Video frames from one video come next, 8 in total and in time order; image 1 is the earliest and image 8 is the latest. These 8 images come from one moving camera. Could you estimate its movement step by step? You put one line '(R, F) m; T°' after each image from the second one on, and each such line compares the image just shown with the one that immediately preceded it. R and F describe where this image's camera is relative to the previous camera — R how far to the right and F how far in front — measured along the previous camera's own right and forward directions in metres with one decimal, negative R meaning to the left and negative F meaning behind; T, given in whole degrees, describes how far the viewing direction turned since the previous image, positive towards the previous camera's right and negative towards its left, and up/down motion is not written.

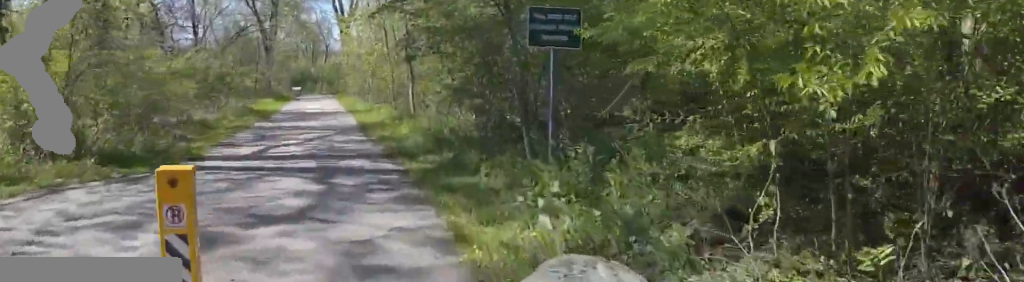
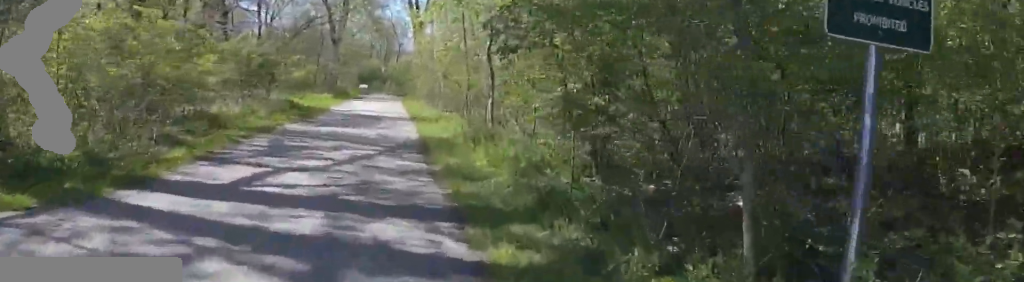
(0.0, +3.6) m; 0°
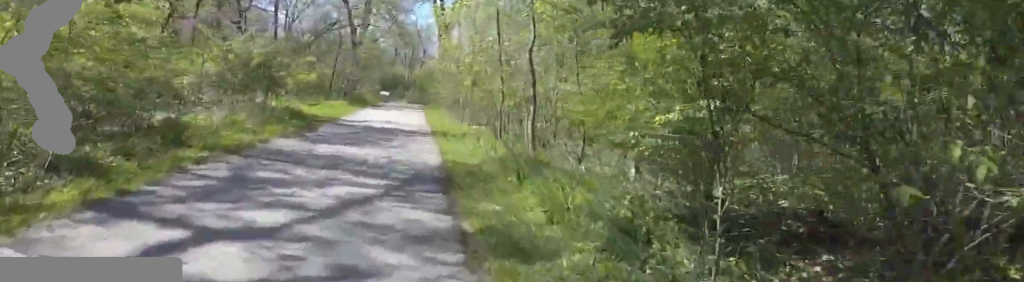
(0.0, +2.9) m; 0°
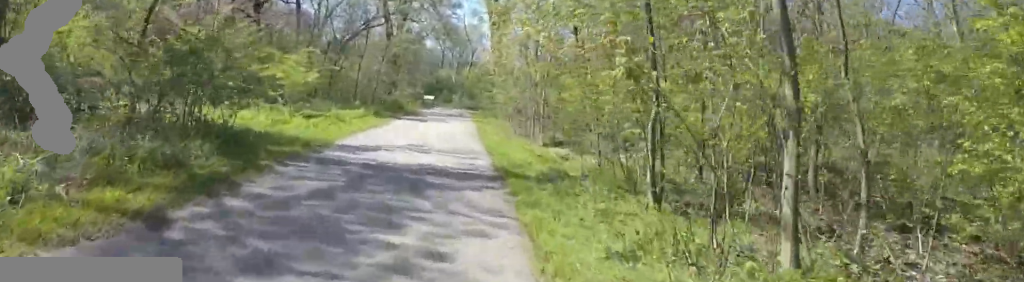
(-0.1, +8.1) m; -9°
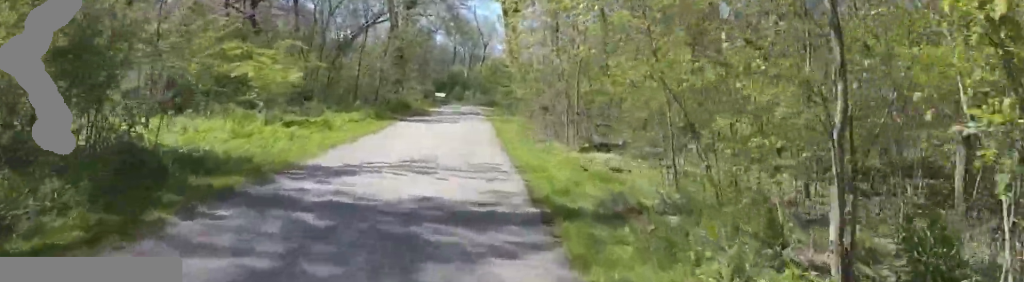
(-0.5, +3.3) m; 0°
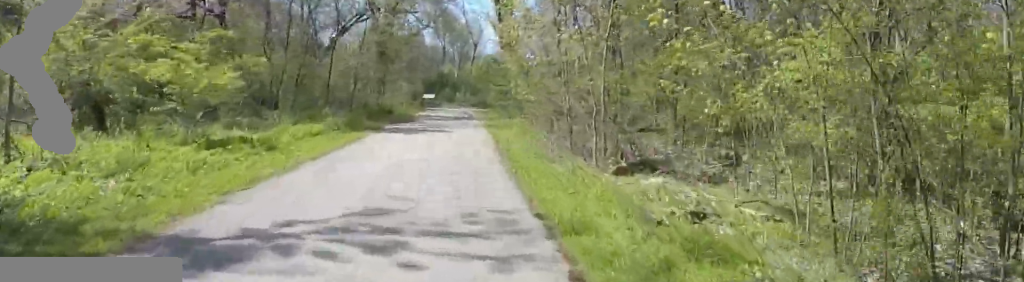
(-0.2, +3.7) m; 0°
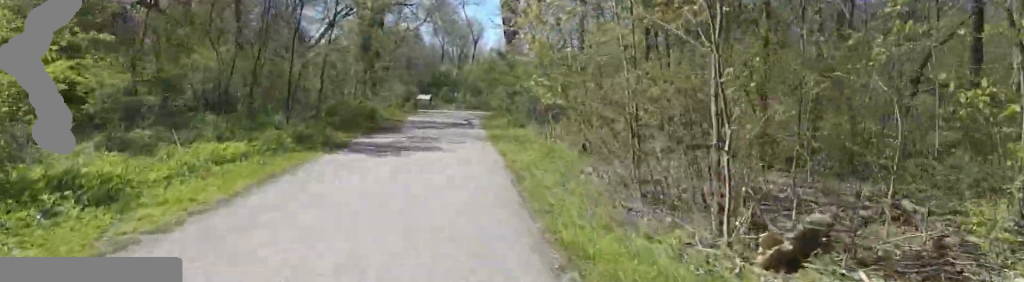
(+0.7, +5.1) m; 0°
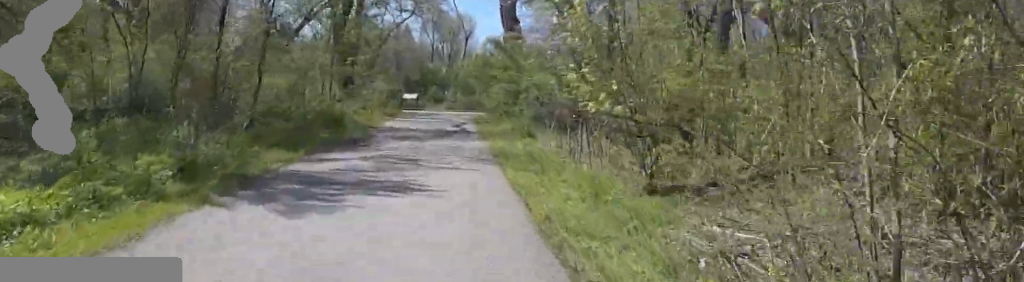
(-0.6, +4.8) m; +6°
